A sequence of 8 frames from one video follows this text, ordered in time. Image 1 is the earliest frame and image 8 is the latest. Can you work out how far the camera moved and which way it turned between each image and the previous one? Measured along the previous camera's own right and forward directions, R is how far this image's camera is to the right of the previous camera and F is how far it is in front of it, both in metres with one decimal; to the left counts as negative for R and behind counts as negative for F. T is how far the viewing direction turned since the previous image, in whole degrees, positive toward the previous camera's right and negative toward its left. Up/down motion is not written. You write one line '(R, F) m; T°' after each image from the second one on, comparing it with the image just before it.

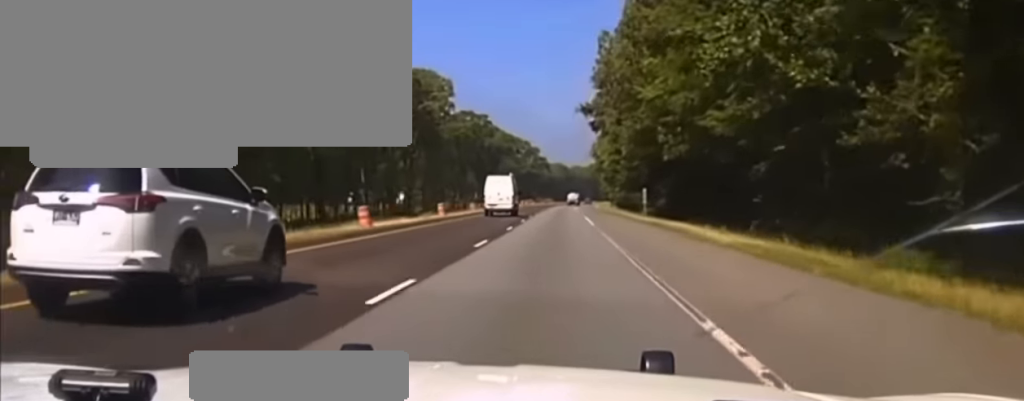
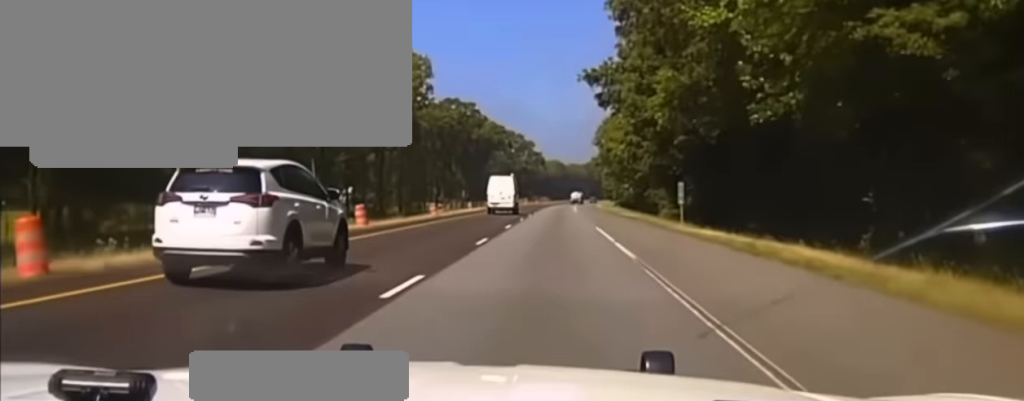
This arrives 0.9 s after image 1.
(+0.3, +24.6) m; 0°
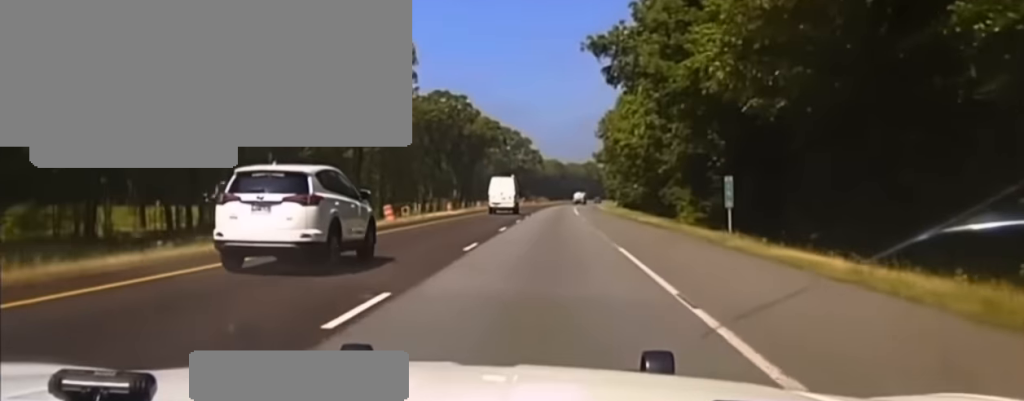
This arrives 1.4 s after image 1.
(-0.1, +13.6) m; 0°
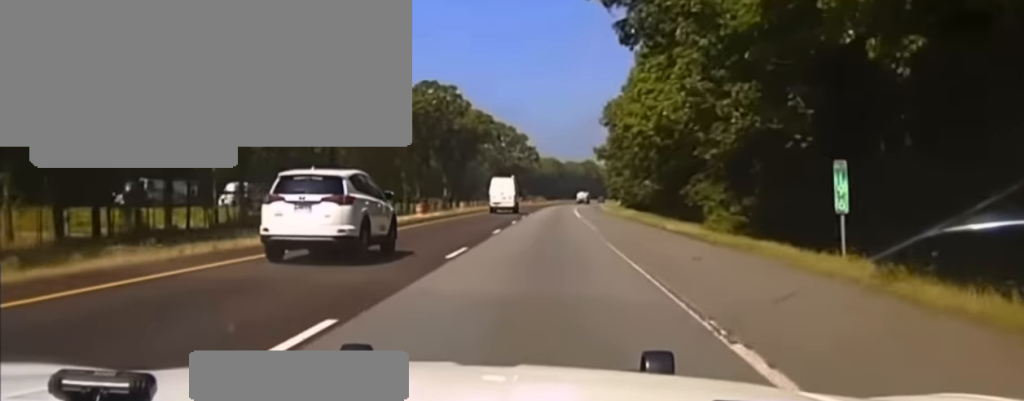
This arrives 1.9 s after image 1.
(-0.3, +14.5) m; -1°
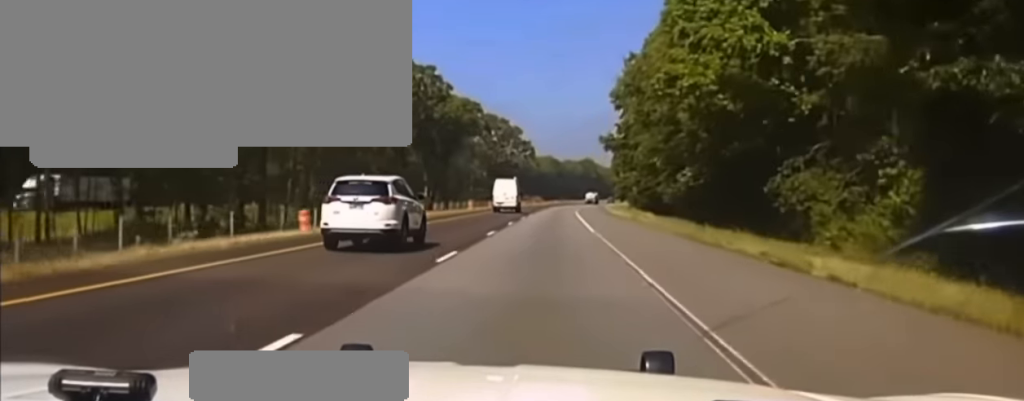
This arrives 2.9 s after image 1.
(0.0, +25.3) m; +1°
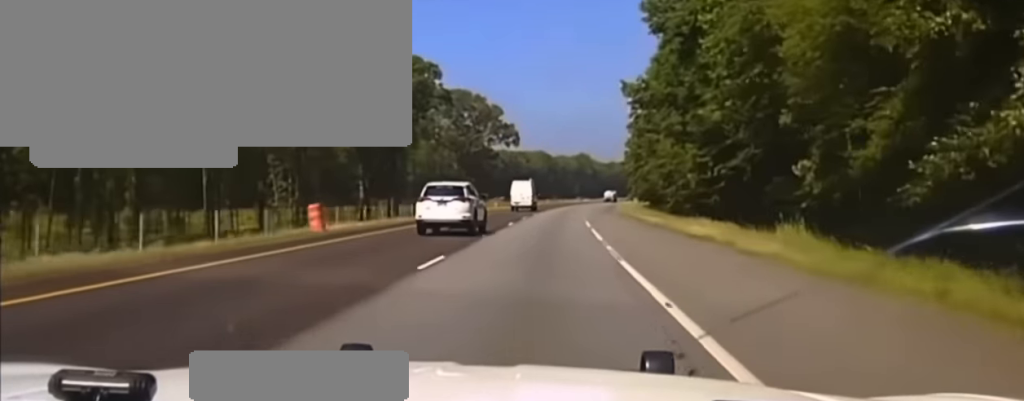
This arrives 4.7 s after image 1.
(+1.0, +50.0) m; +2°
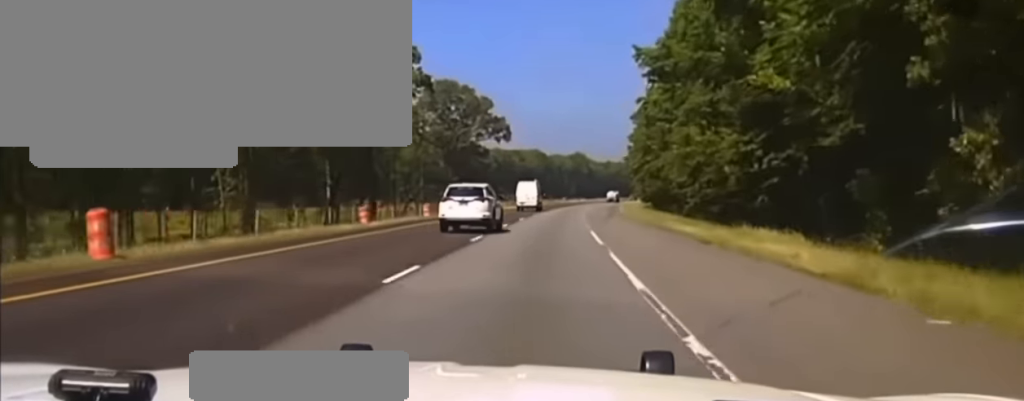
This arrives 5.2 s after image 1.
(0.0, +14.6) m; 0°
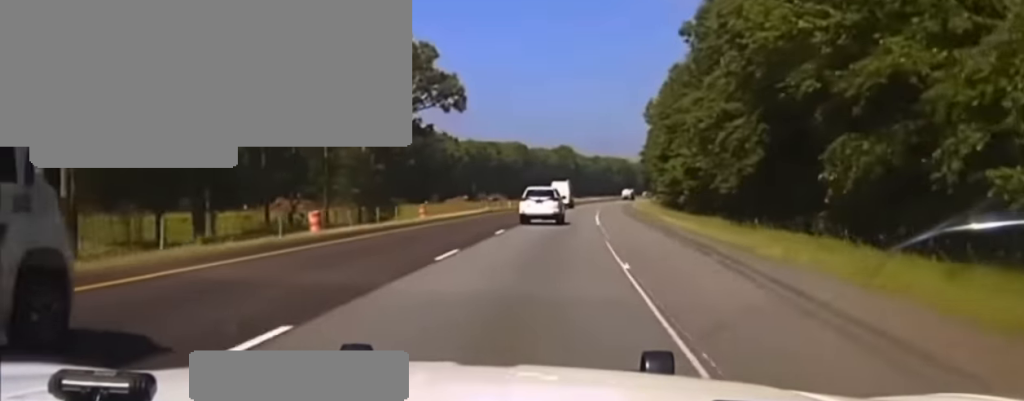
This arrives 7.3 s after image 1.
(+0.5, +56.2) m; +2°
